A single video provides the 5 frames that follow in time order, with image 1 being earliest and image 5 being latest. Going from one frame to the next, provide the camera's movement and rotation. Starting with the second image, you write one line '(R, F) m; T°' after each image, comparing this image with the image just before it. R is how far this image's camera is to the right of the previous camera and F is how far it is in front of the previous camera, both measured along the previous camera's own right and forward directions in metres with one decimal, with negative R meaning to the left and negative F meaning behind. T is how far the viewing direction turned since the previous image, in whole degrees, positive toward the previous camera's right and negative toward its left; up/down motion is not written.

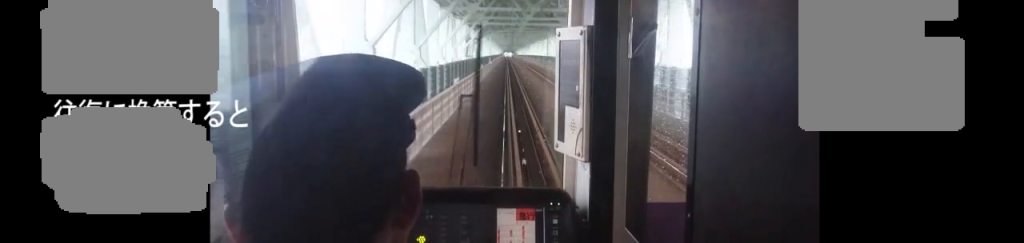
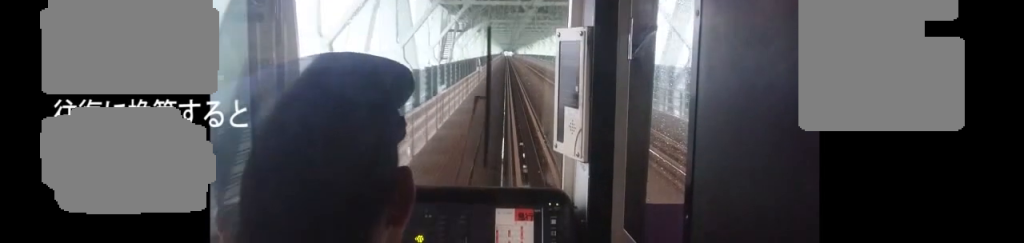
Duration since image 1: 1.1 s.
(+0.2, +26.2) m; +1°
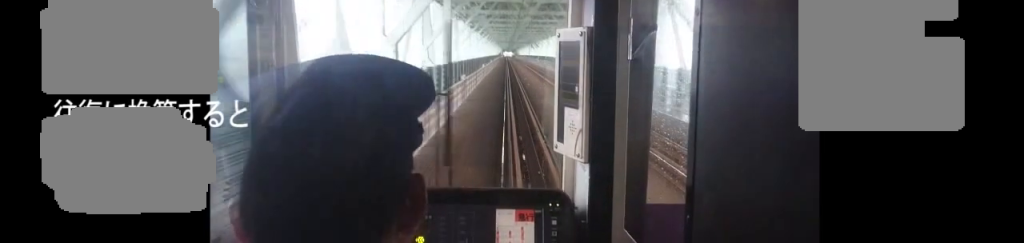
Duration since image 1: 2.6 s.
(-0.3, +38.3) m; -1°
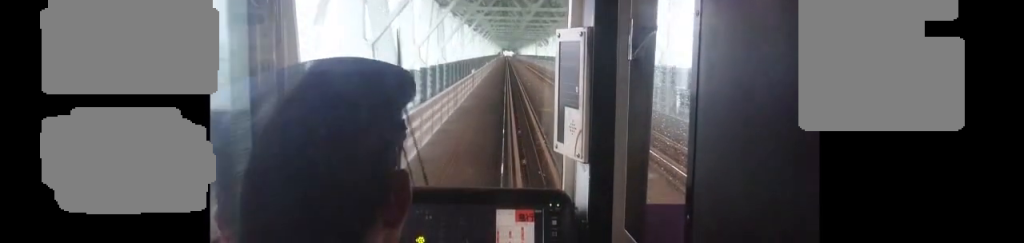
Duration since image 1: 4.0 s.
(-0.1, +42.2) m; +1°
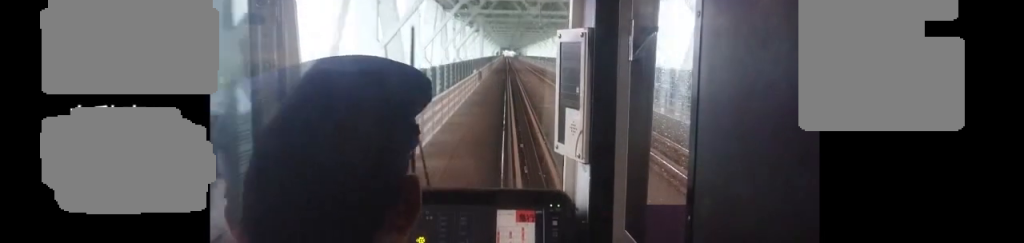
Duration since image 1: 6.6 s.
(0.0, +64.7) m; 0°
